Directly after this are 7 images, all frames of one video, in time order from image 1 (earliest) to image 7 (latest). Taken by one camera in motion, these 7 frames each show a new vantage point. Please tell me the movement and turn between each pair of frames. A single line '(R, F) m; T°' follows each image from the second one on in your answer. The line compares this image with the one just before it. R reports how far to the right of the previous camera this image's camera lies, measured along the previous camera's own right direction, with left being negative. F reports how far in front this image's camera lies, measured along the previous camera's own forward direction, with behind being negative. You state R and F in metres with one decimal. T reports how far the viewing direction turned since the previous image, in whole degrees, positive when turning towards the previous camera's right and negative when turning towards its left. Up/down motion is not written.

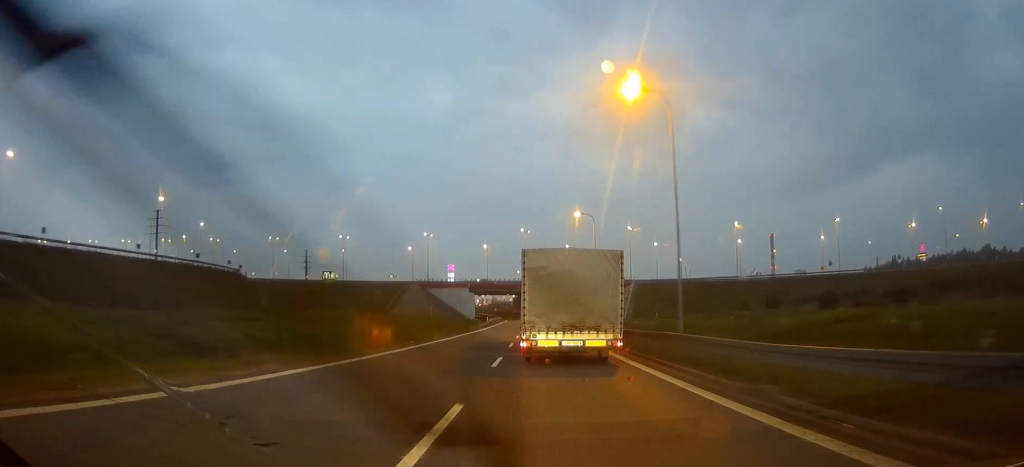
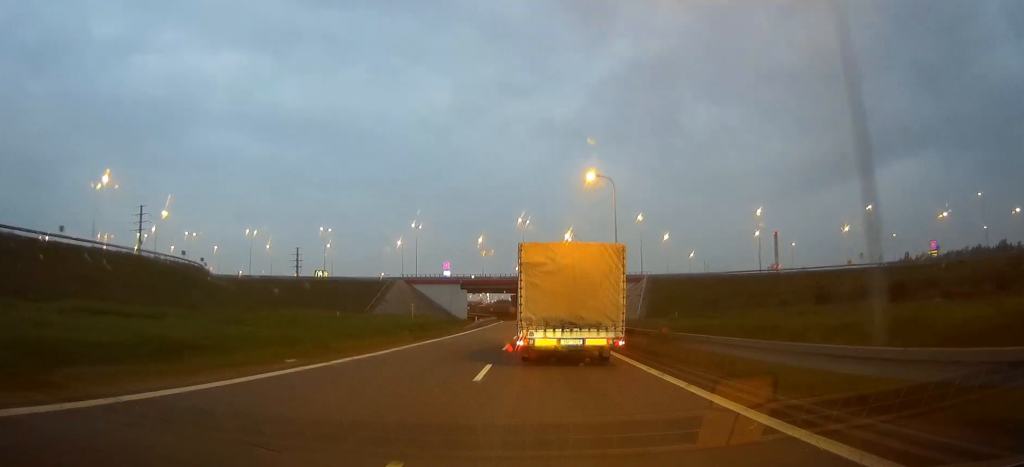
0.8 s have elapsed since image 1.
(0.0, +14.2) m; 0°
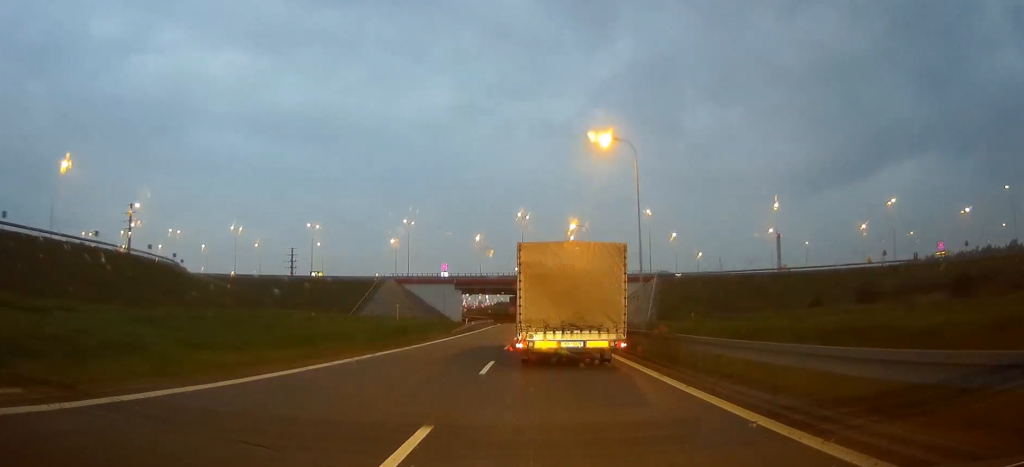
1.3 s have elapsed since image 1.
(+0.1, +9.4) m; 0°
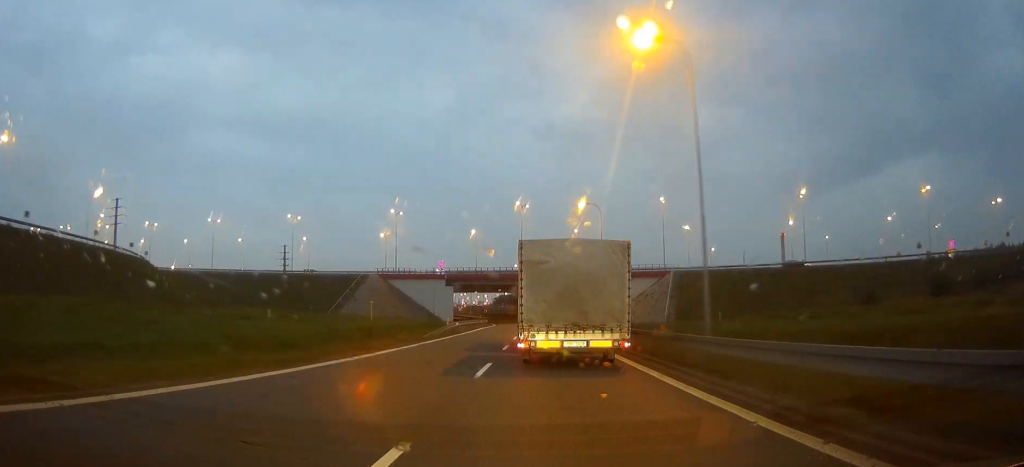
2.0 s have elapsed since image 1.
(0.0, +12.7) m; 0°
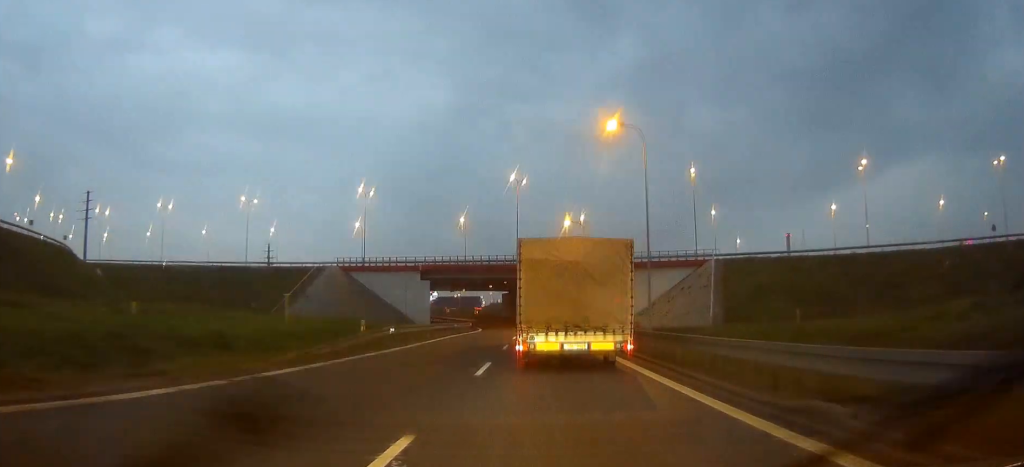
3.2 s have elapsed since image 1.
(-0.1, +23.3) m; 0°
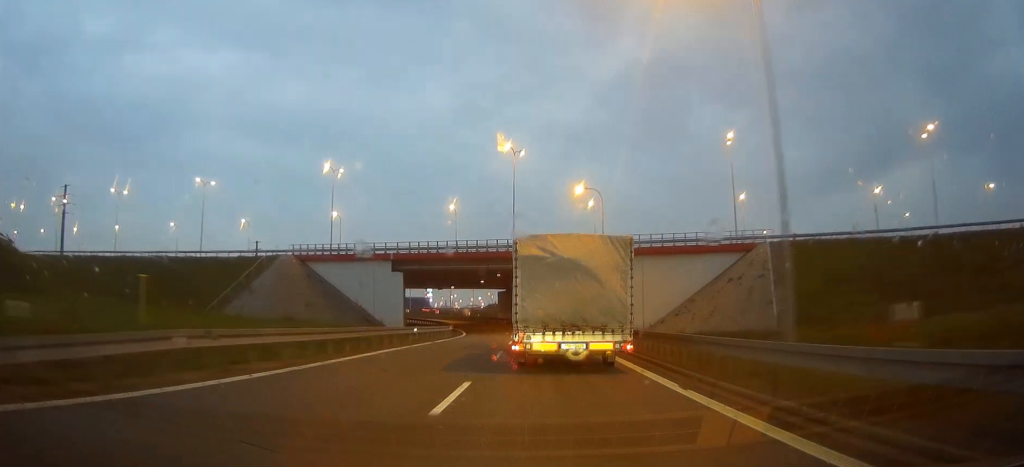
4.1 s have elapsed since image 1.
(+0.1, +18.0) m; 0°
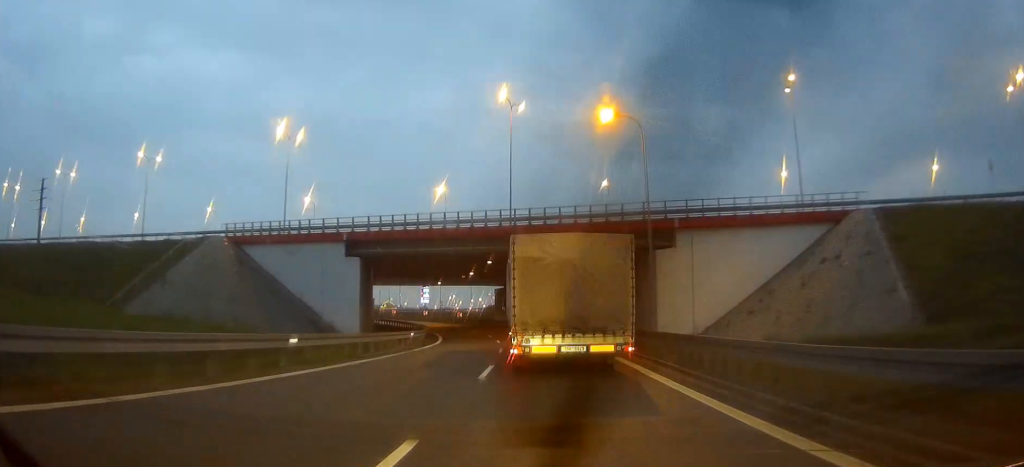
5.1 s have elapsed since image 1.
(-0.2, +18.3) m; -1°
